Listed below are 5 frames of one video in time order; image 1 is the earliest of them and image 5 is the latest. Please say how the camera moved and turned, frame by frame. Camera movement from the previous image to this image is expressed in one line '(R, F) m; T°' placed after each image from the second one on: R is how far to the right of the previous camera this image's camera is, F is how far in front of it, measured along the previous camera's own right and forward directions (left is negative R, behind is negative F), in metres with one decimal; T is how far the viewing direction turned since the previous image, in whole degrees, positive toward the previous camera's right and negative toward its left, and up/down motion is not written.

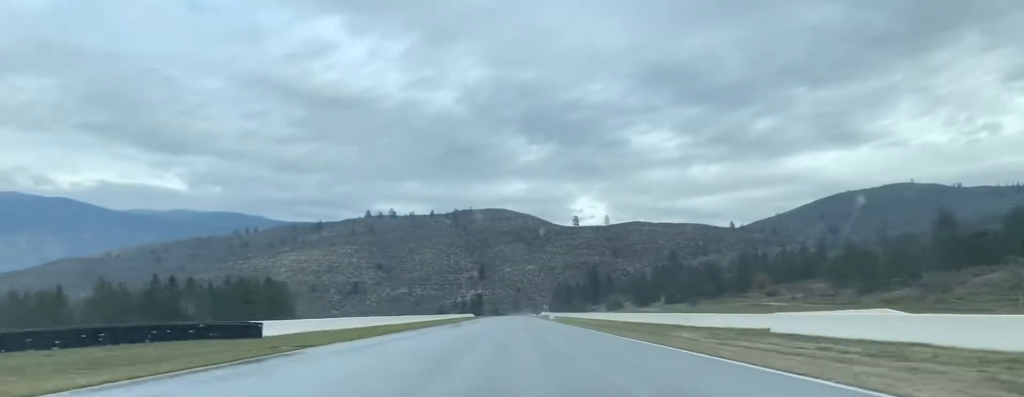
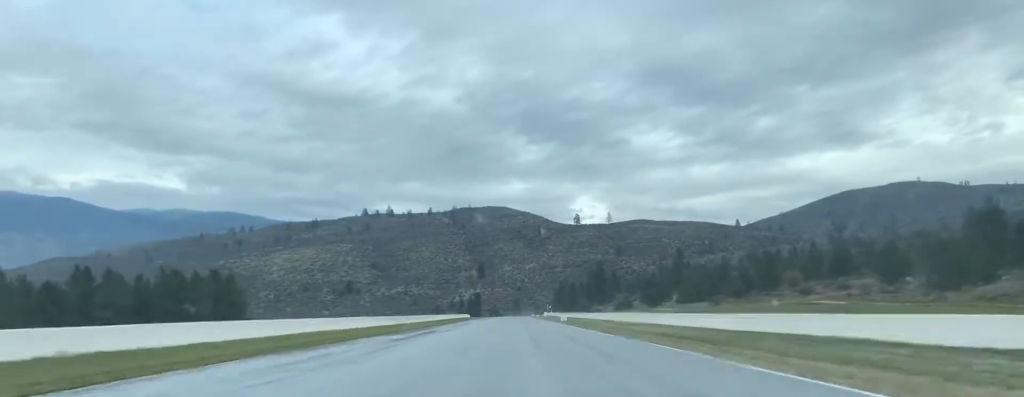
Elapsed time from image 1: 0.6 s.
(0.0, +32.9) m; 0°
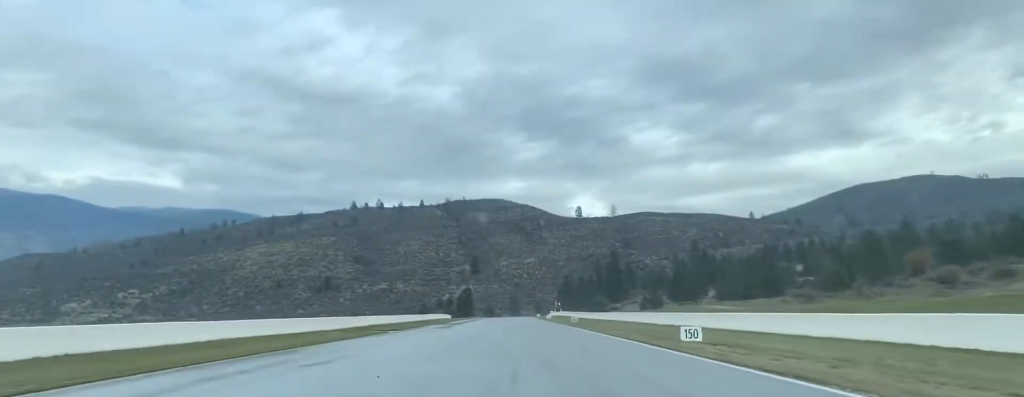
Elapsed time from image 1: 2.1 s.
(+0.4, +78.8) m; 0°
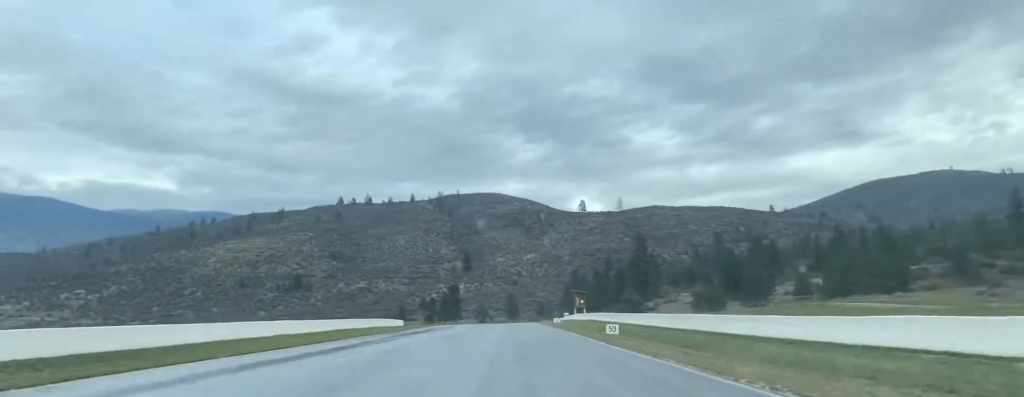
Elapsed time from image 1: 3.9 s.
(0.0, +87.8) m; 0°
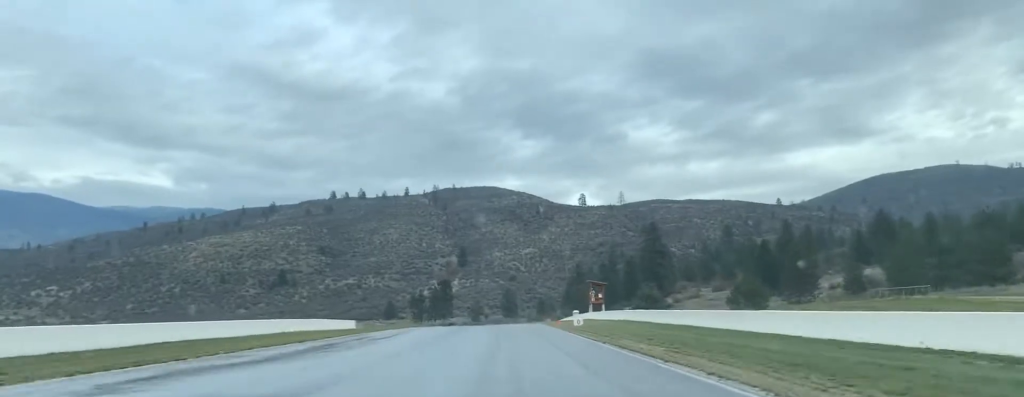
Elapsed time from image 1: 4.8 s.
(+0.1, +35.9) m; 0°
